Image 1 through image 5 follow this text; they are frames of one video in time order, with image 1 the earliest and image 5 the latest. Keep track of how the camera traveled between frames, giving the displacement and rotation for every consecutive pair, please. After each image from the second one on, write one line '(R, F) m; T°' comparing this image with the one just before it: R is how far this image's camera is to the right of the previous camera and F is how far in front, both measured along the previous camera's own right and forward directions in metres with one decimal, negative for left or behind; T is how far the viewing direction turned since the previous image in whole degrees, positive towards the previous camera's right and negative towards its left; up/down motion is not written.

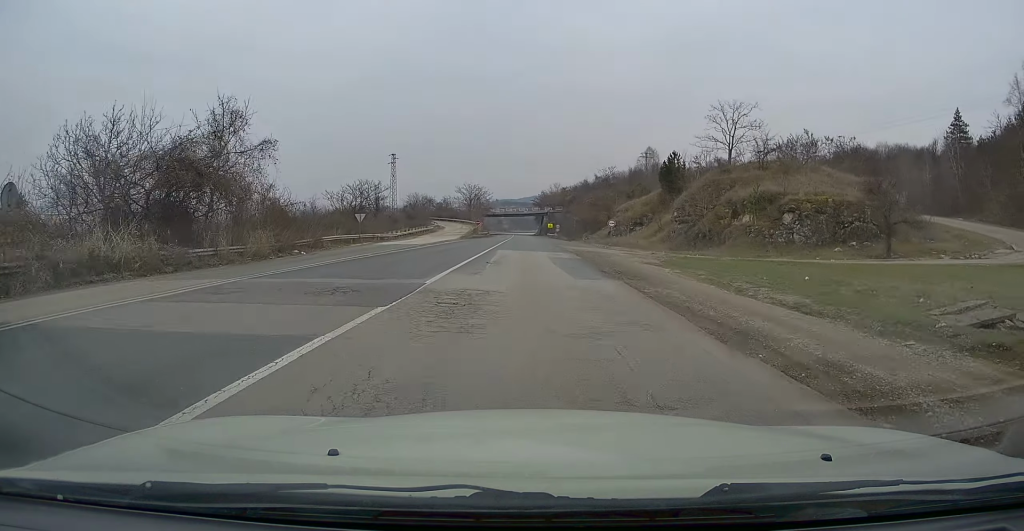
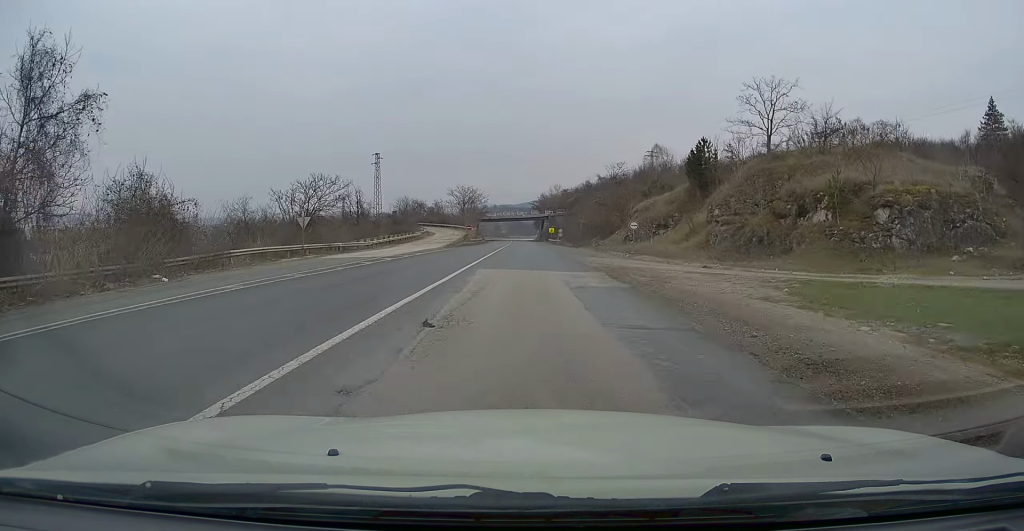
(0.0, +12.4) m; 0°
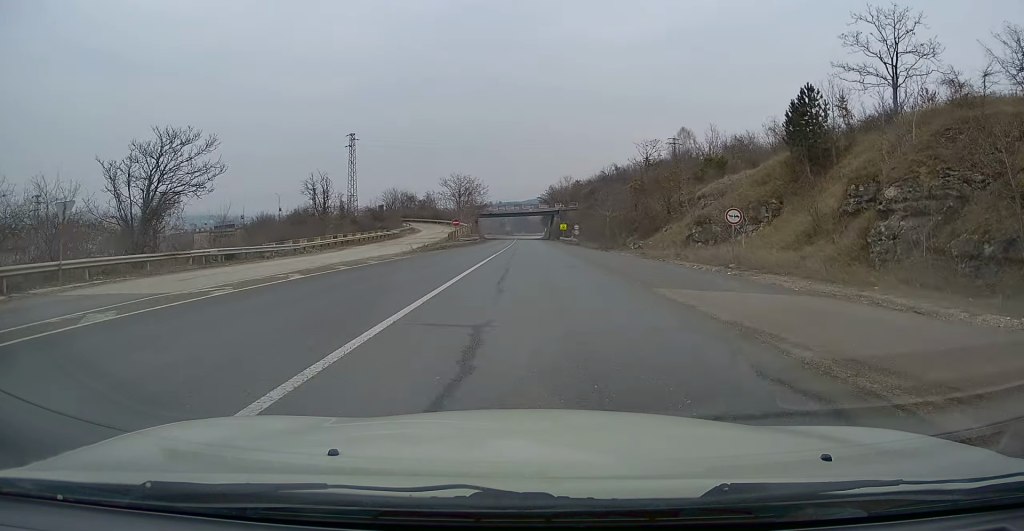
(0.0, +20.7) m; 0°
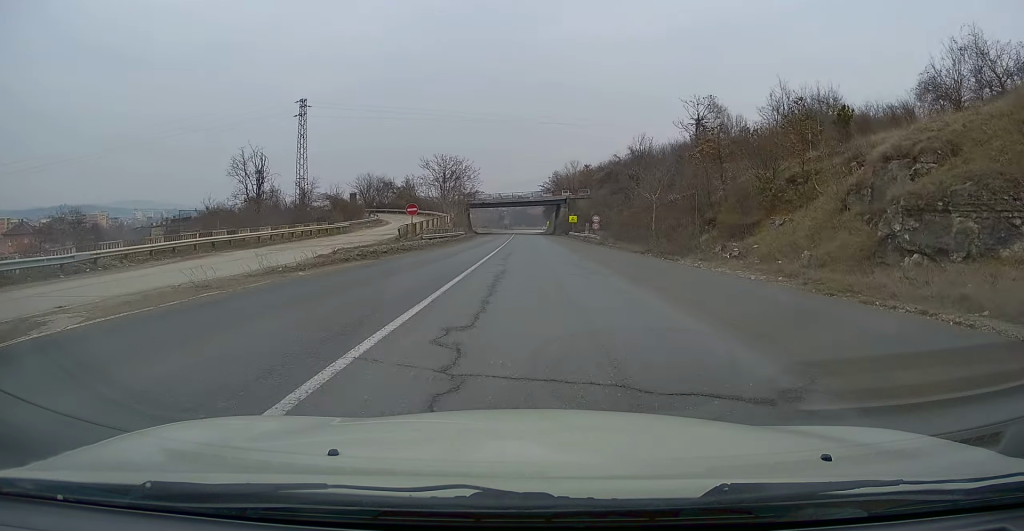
(+0.1, +21.9) m; 0°
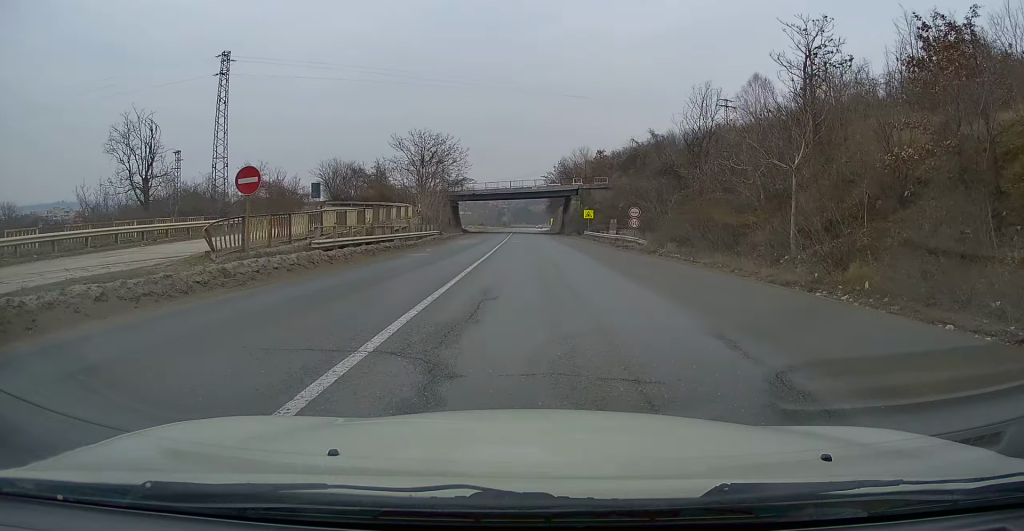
(-0.1, +20.9) m; -1°
